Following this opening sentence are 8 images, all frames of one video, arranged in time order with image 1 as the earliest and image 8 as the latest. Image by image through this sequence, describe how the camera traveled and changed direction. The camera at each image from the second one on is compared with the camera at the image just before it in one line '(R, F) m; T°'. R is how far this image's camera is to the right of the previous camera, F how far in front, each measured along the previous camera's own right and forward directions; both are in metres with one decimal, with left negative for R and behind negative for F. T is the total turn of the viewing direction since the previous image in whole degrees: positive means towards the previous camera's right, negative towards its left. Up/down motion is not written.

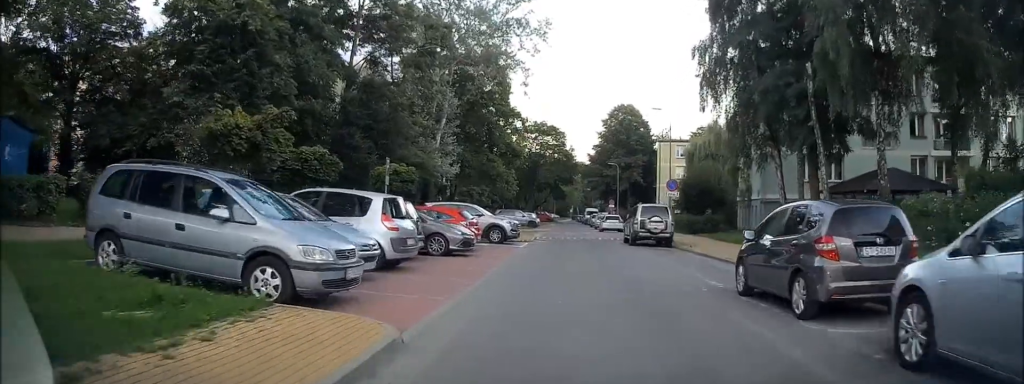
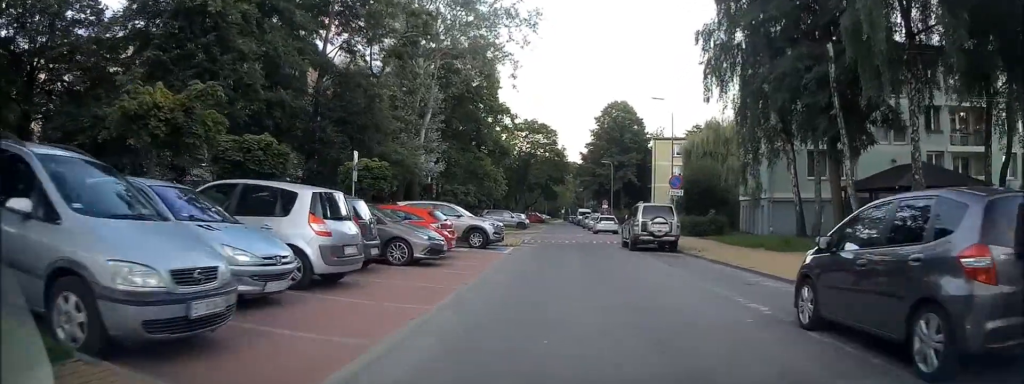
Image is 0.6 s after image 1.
(-0.1, +3.2) m; -3°
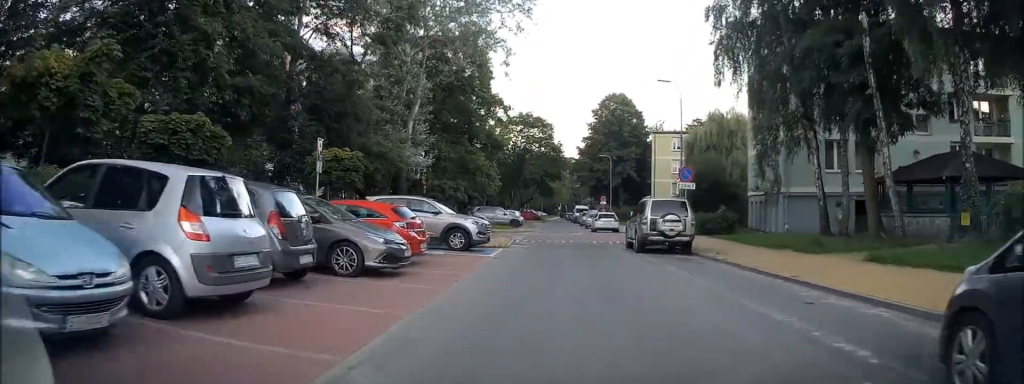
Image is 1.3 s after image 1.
(-0.2, +3.4) m; -2°
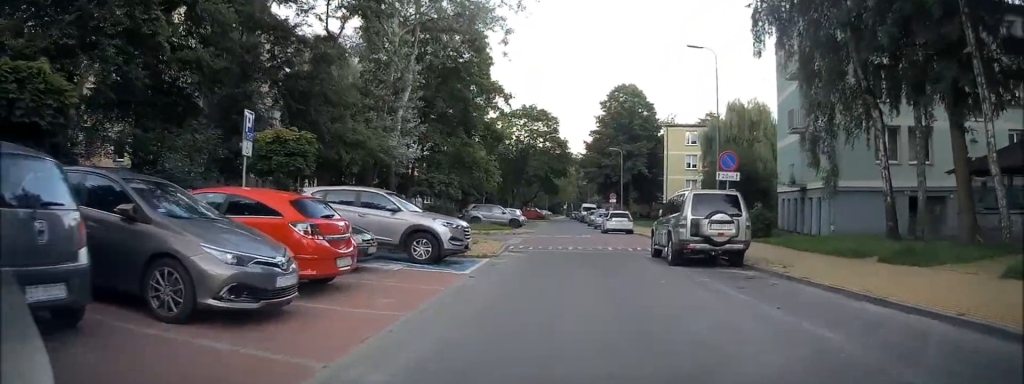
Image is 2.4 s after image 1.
(+0.2, +5.4) m; +7°
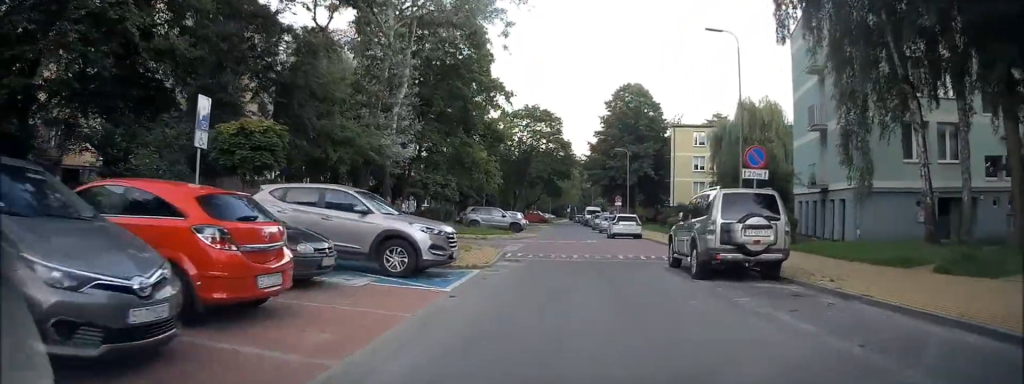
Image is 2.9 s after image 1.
(+0.2, +2.3) m; +1°
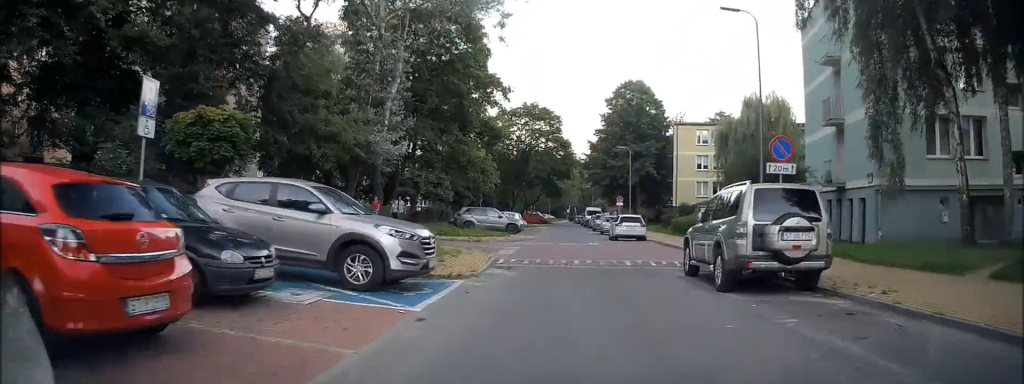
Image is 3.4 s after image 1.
(+0.1, +1.9) m; 0°
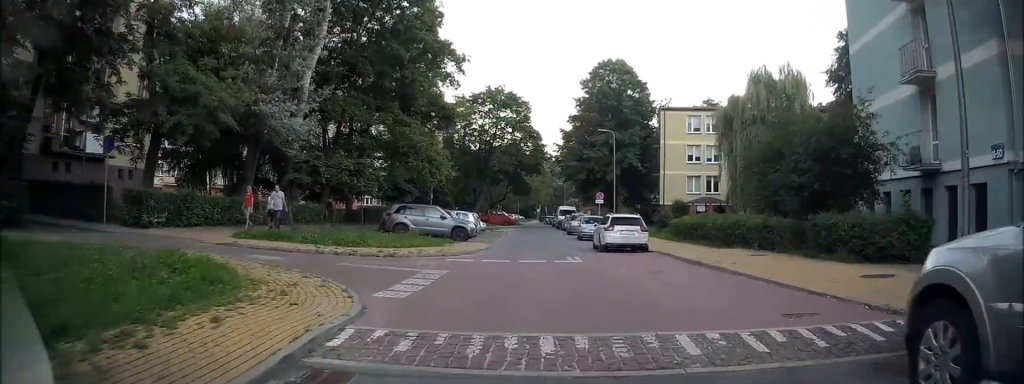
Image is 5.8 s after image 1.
(-0.2, +9.0) m; -2°
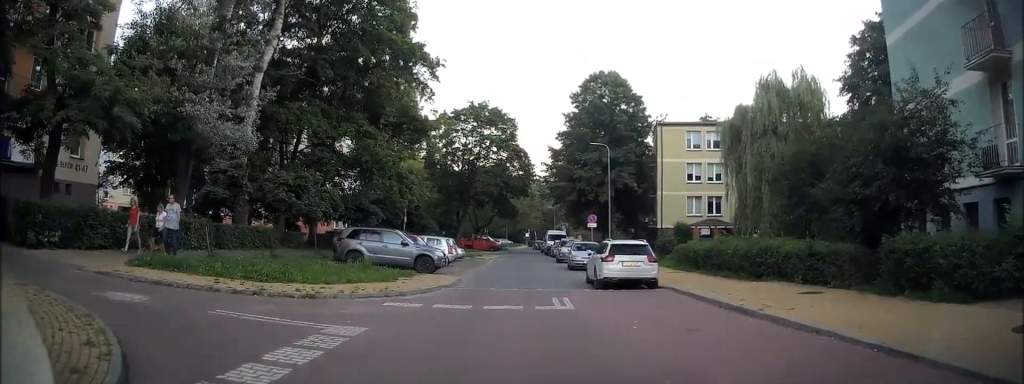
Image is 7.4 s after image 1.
(-0.3, +4.5) m; -7°
